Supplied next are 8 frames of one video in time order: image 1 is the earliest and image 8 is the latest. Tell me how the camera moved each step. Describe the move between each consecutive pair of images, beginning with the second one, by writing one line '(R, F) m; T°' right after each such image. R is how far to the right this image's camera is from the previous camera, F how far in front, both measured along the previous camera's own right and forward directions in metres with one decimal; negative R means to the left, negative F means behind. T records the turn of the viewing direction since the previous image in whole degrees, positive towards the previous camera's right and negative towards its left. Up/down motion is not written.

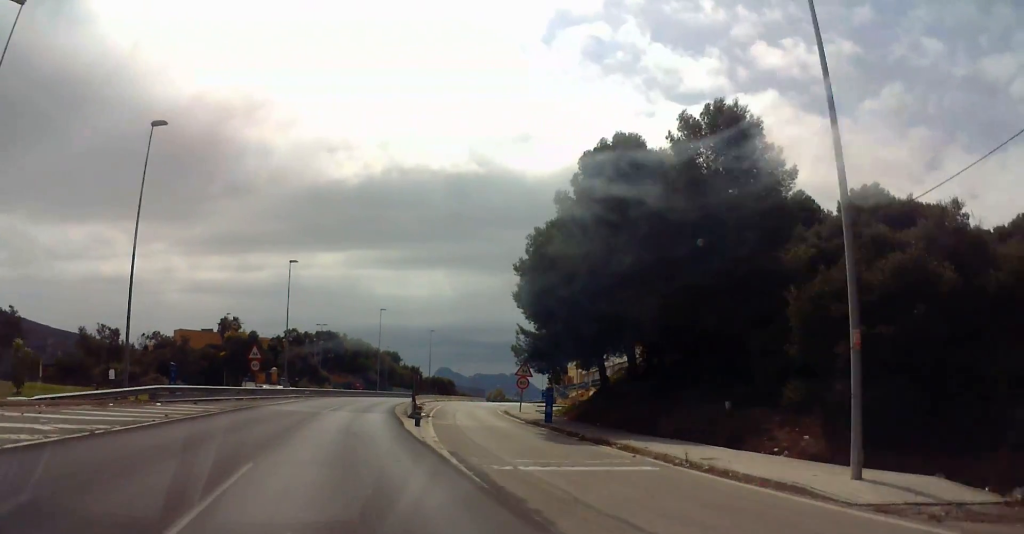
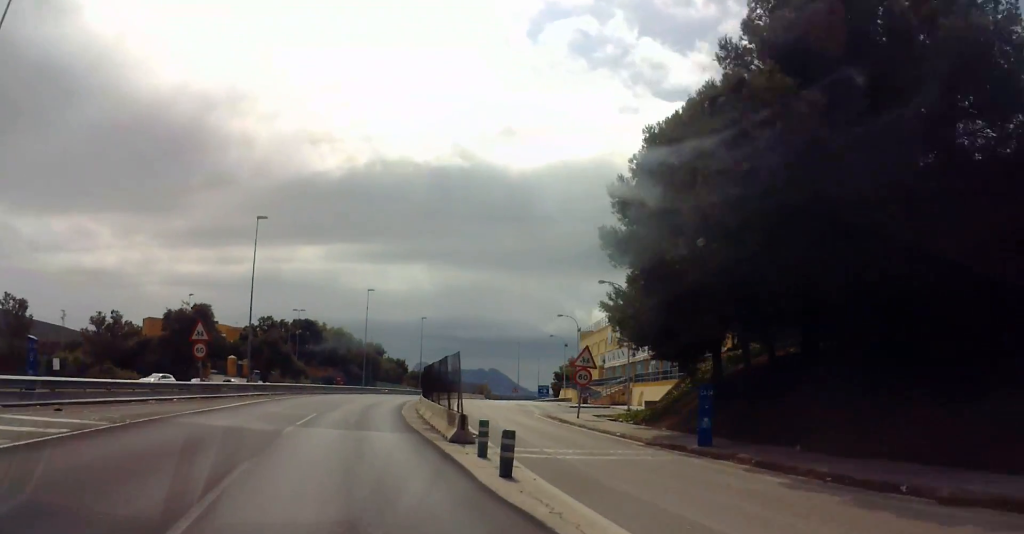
(-0.1, +15.3) m; 0°
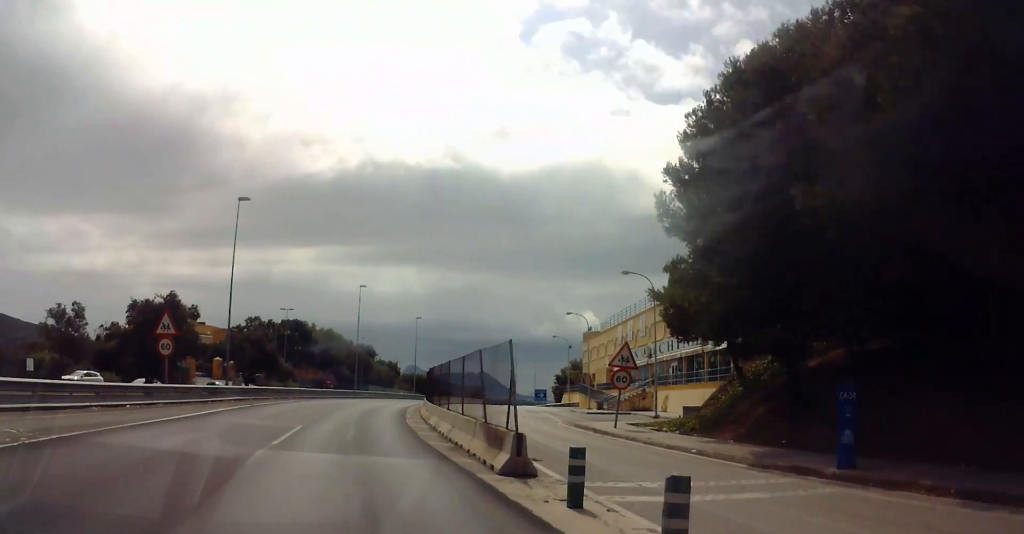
(0.0, +5.7) m; 0°
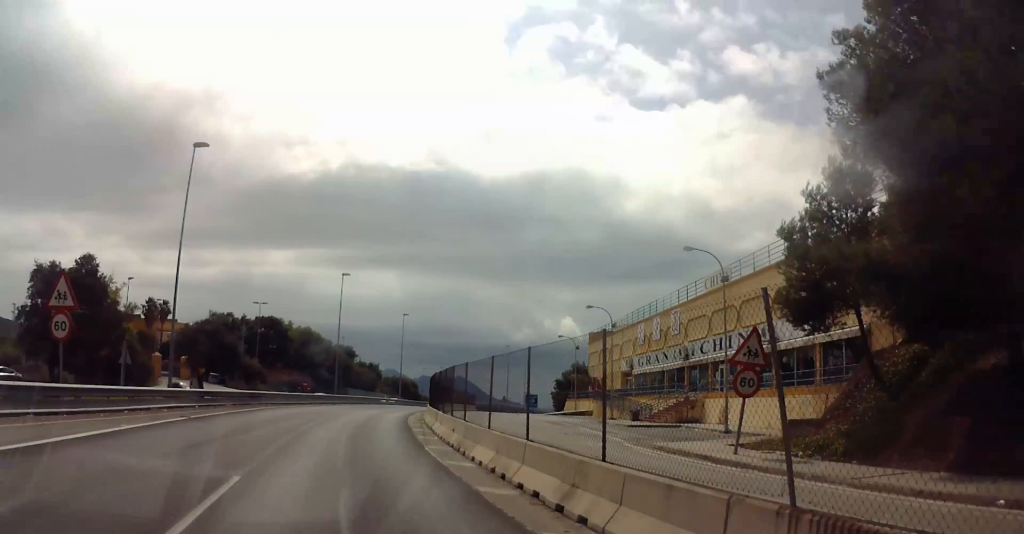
(0.0, +9.7) m; 0°
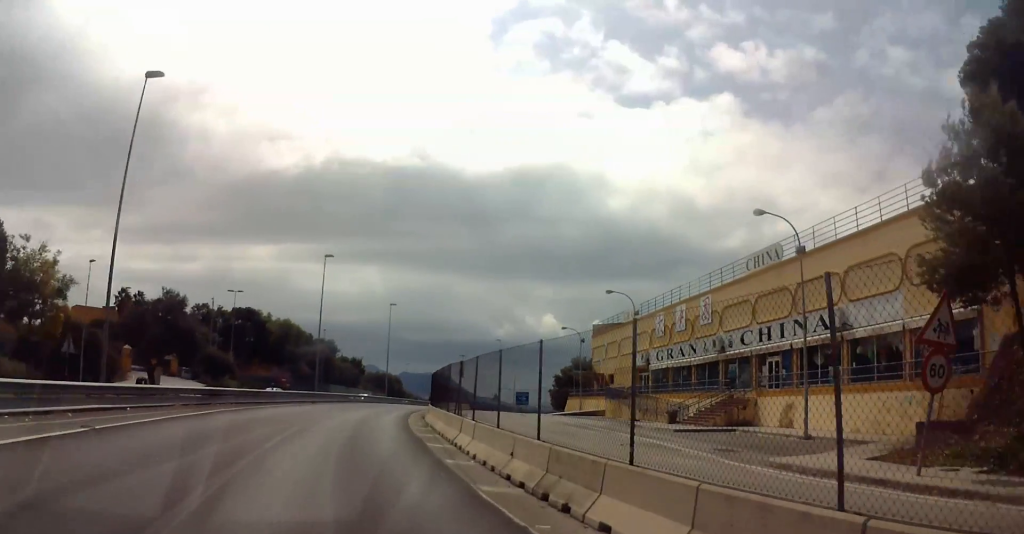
(0.0, +8.1) m; +1°
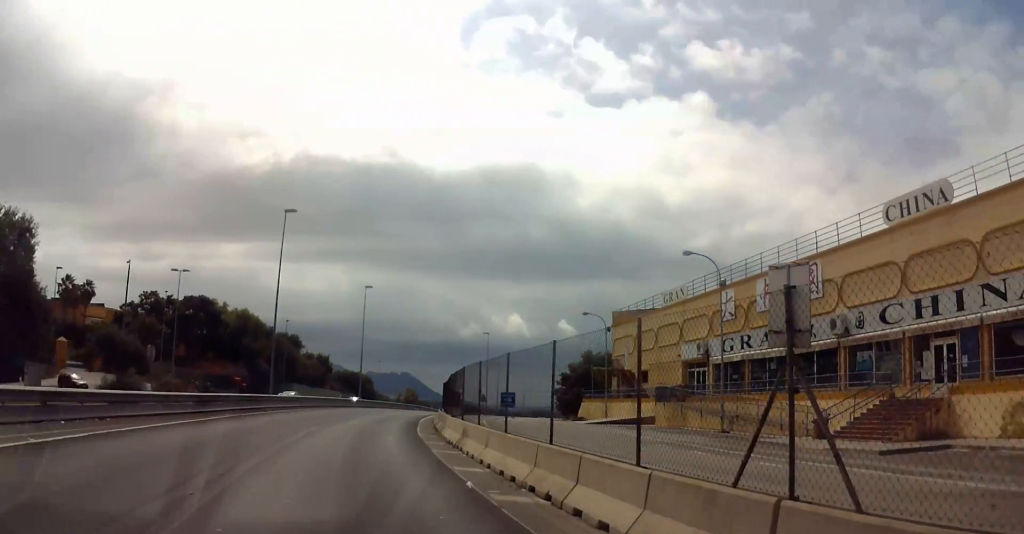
(+0.3, +15.2) m; +4°
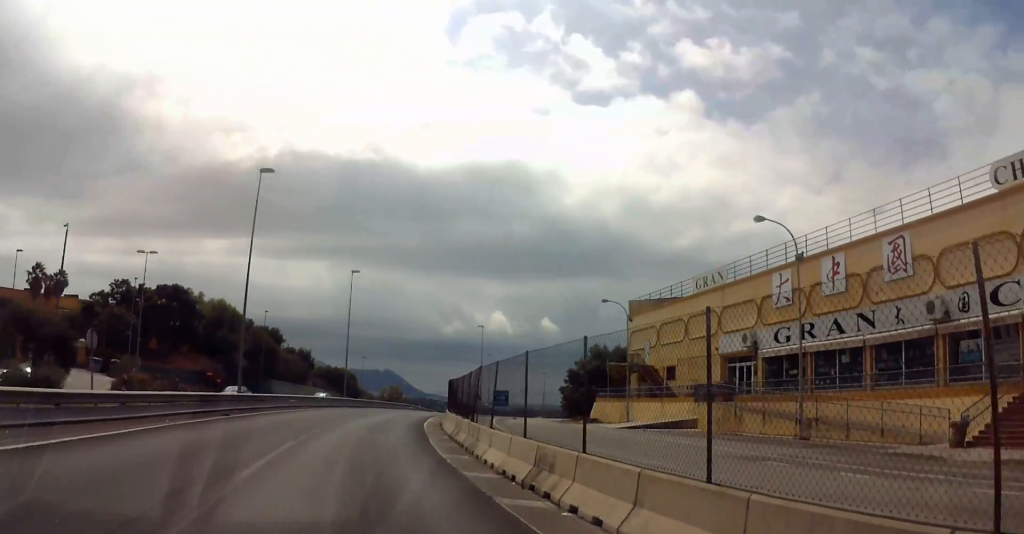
(+0.2, +8.3) m; +3°
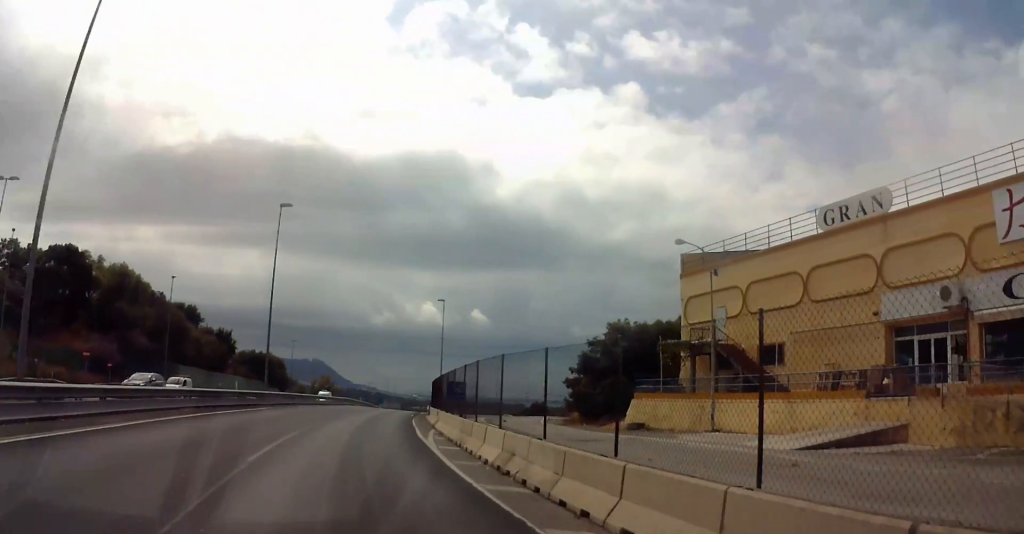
(+0.8, +20.5) m; +3°
